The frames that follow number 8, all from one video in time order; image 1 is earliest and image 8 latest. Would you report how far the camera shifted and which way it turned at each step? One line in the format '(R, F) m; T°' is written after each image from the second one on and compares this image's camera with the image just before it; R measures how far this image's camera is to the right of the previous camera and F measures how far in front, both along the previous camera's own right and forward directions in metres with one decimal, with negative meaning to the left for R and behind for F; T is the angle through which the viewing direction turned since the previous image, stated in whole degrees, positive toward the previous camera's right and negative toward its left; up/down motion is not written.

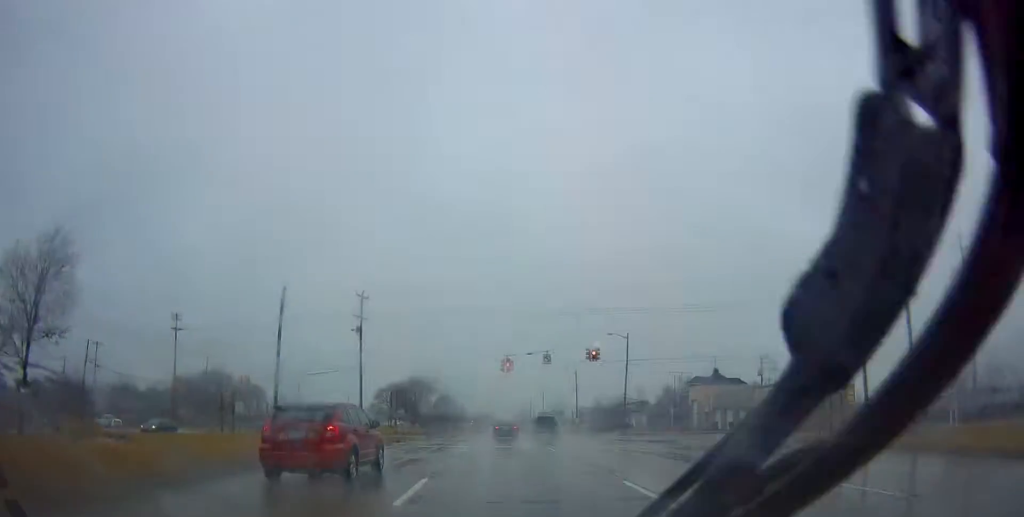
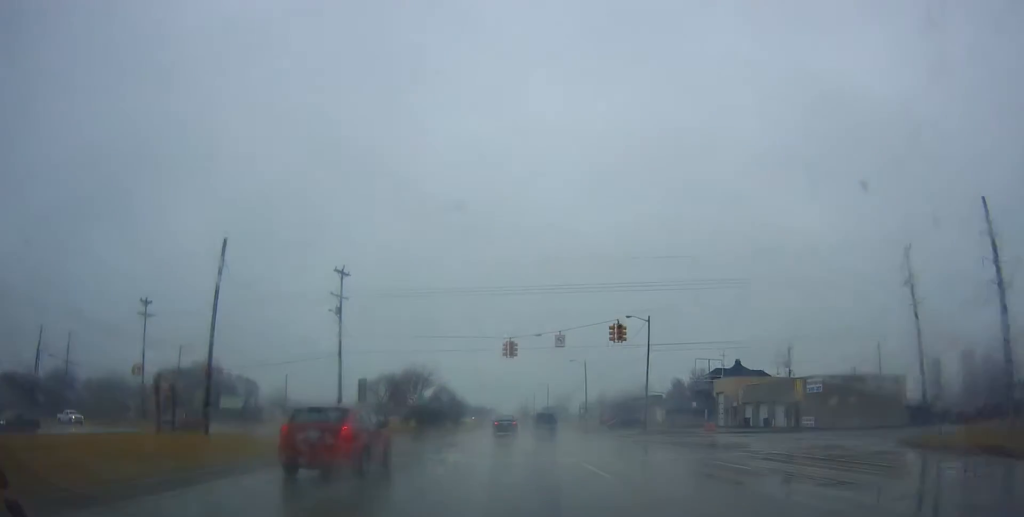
(+0.3, +9.7) m; -1°
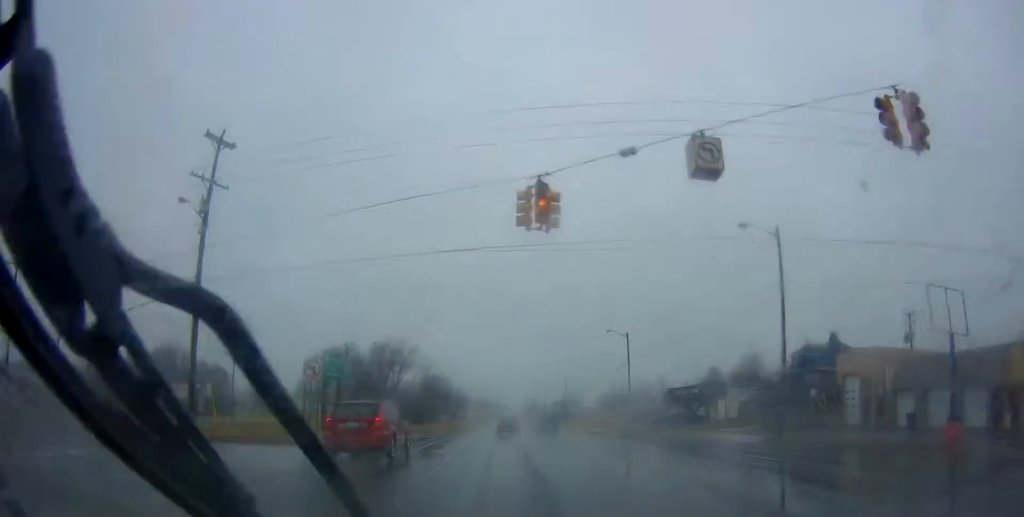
(-1.2, +29.6) m; -4°
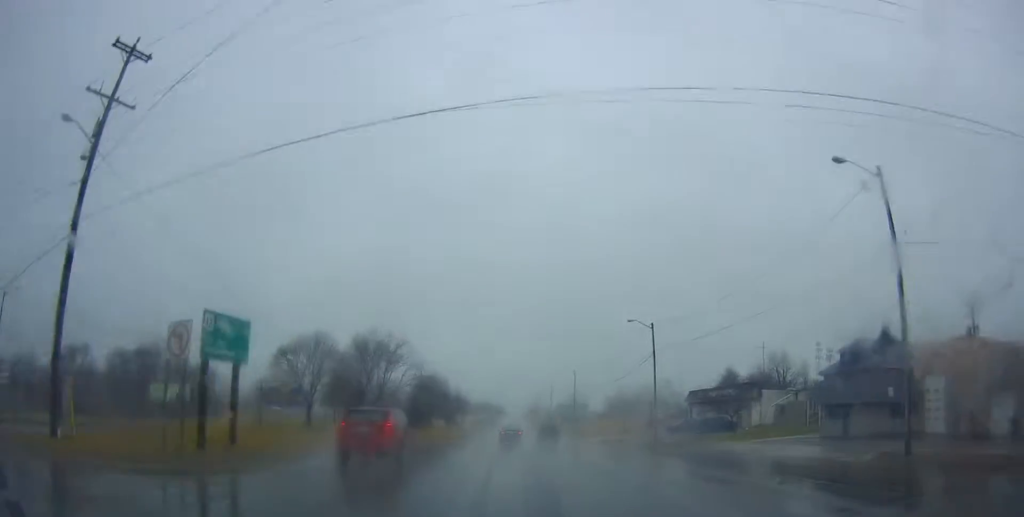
(0.0, +11.0) m; 0°
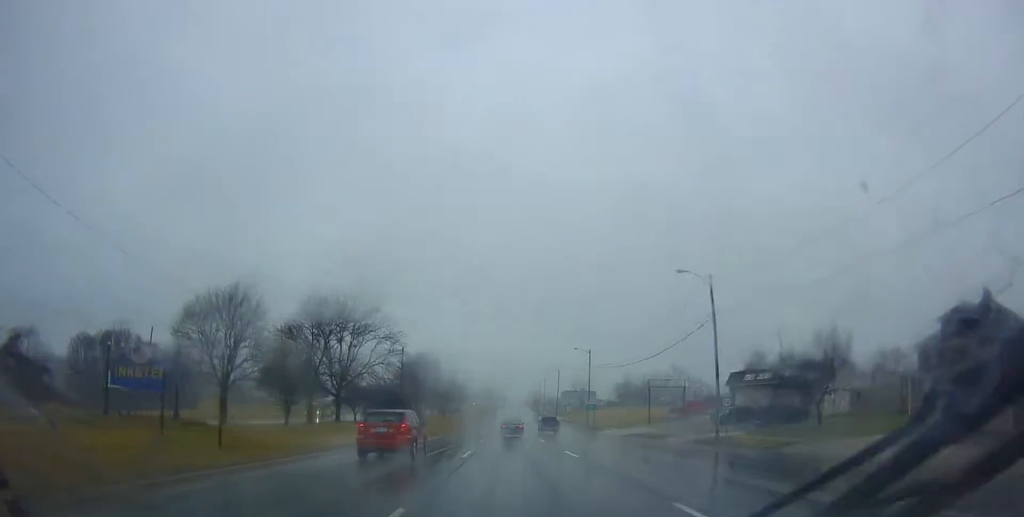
(+0.1, +17.3) m; +1°
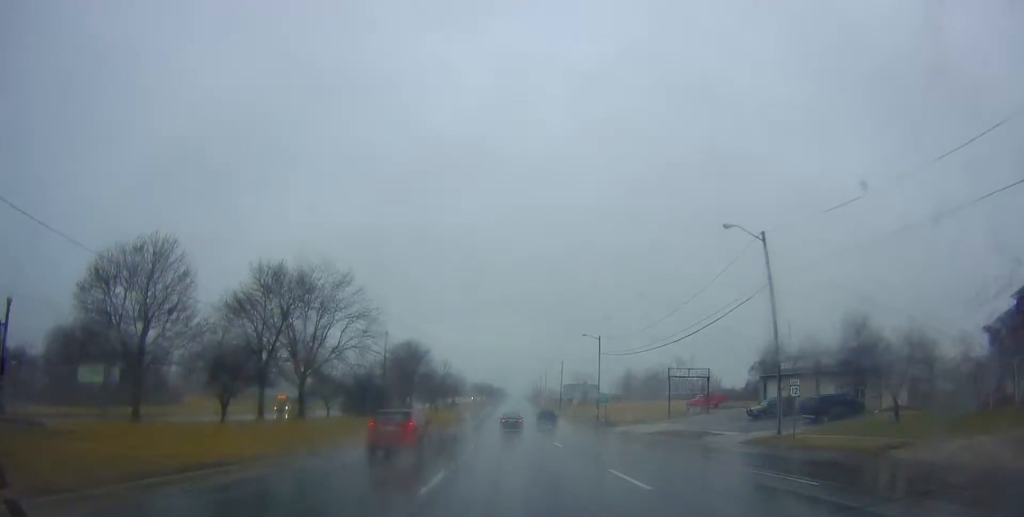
(+0.1, +9.9) m; 0°
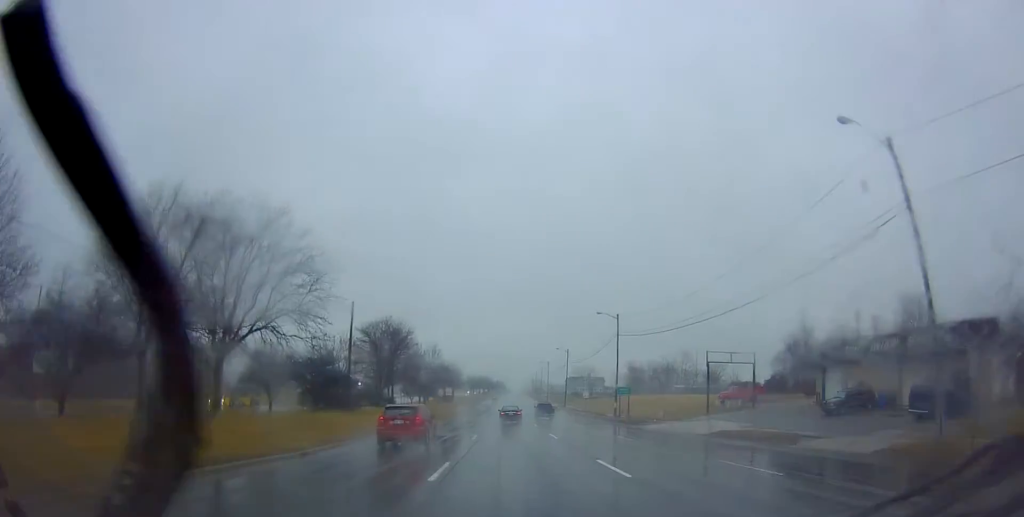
(+0.3, +13.7) m; 0°
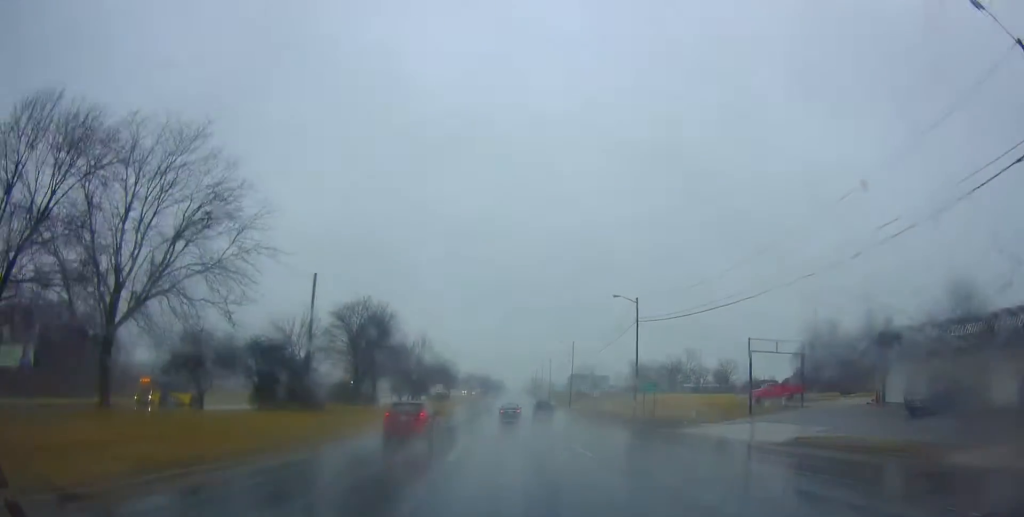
(-0.3, +10.1) m; 0°
